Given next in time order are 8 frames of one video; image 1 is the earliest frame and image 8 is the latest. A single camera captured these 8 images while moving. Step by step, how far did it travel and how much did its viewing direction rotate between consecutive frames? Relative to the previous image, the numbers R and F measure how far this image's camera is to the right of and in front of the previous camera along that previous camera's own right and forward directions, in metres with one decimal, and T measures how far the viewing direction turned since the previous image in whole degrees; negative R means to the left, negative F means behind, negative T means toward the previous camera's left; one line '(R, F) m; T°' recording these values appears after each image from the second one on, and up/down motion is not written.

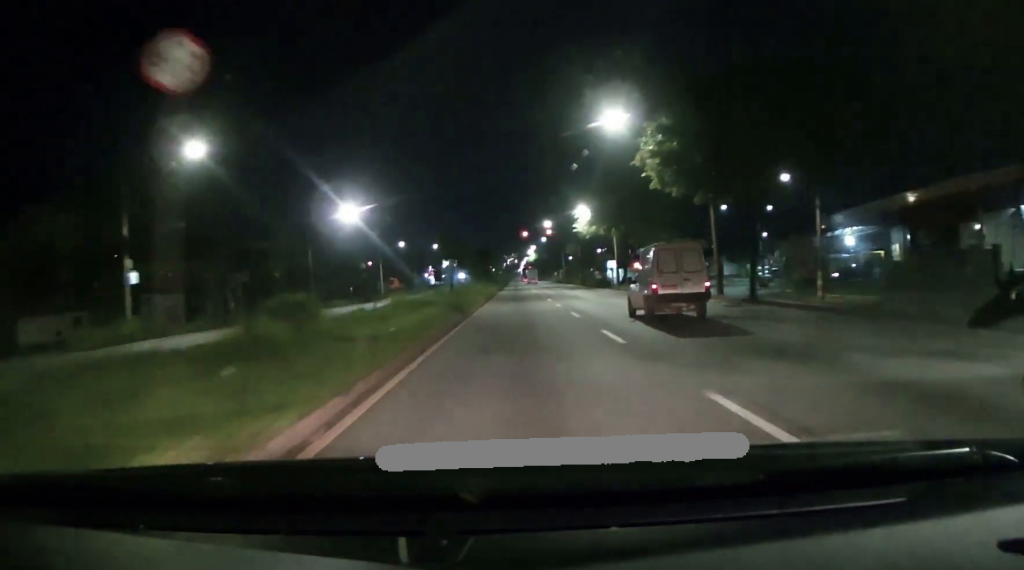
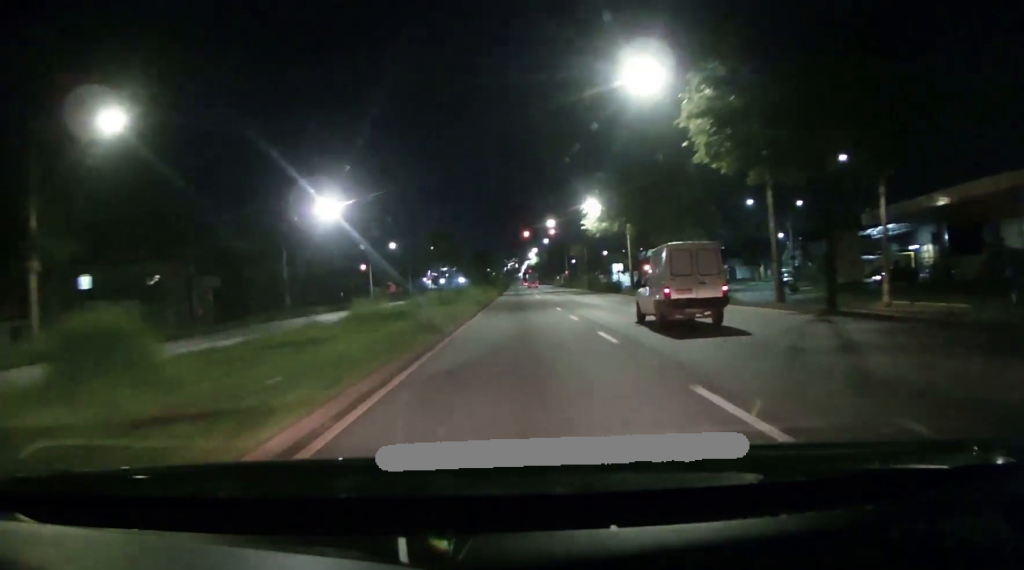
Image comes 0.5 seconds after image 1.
(-0.1, +8.1) m; -1°
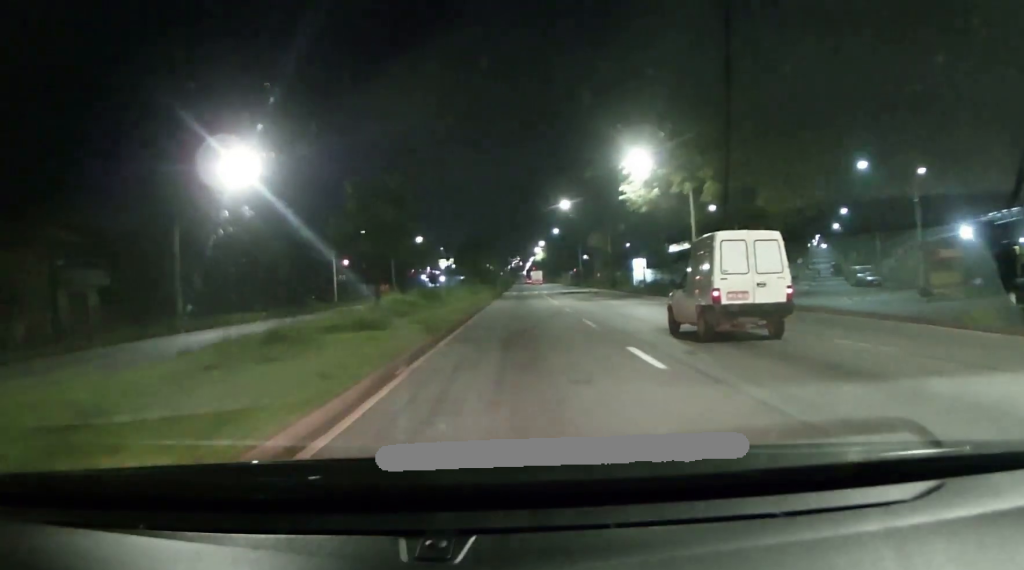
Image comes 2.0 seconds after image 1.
(-0.3, +21.6) m; -1°
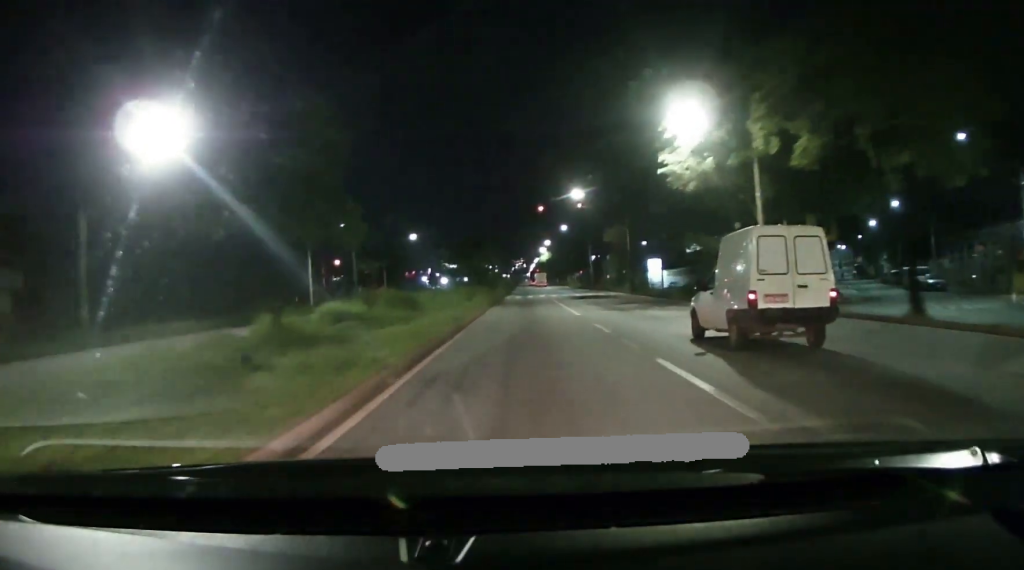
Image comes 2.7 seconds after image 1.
(0.0, +10.9) m; +1°
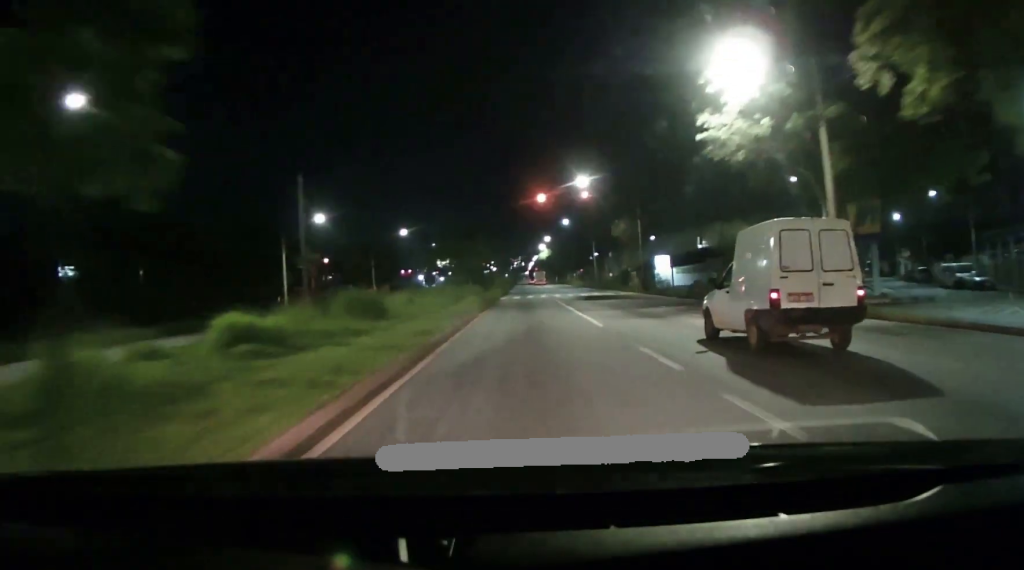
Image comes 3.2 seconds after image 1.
(-0.1, +7.4) m; +1°
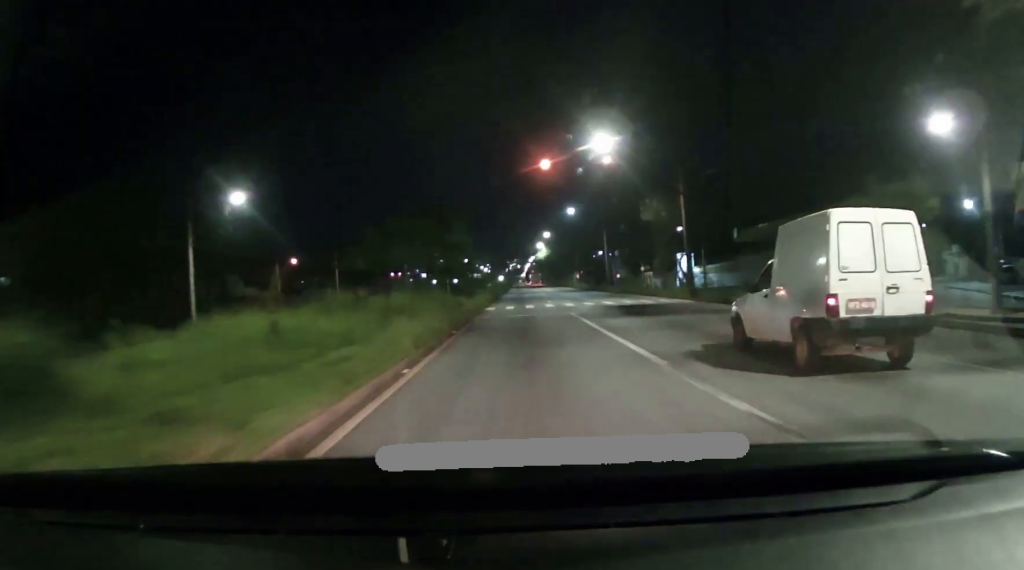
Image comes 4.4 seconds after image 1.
(+0.4, +17.5) m; 0°
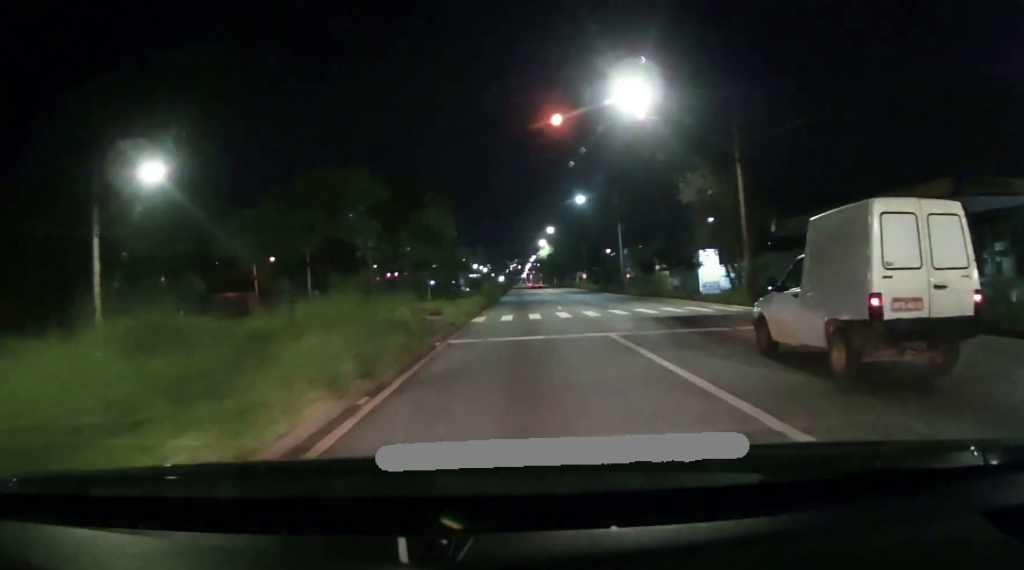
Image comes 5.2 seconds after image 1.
(-0.3, +10.9) m; -2°
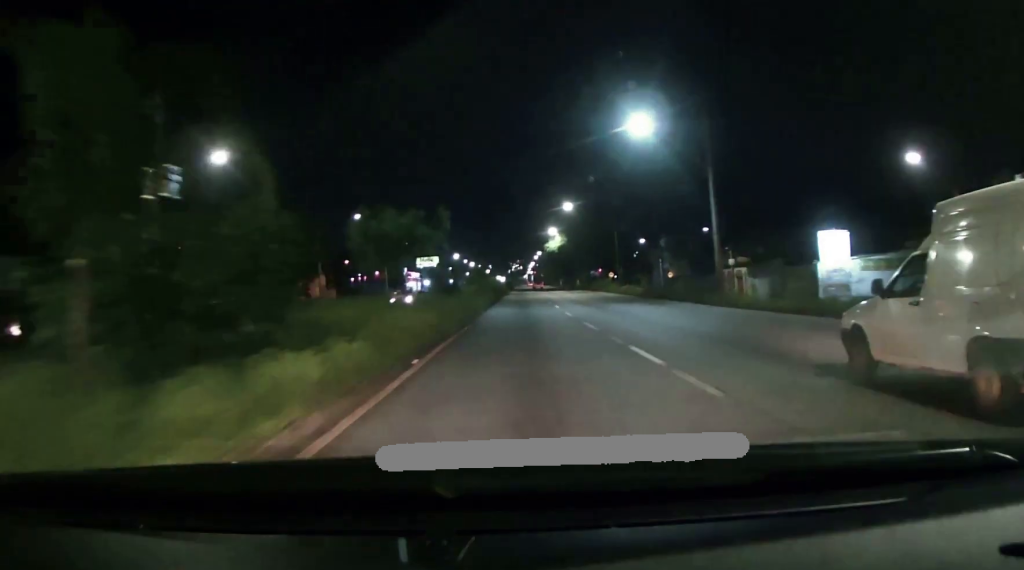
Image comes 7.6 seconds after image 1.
(+0.4, +31.8) m; +2°
